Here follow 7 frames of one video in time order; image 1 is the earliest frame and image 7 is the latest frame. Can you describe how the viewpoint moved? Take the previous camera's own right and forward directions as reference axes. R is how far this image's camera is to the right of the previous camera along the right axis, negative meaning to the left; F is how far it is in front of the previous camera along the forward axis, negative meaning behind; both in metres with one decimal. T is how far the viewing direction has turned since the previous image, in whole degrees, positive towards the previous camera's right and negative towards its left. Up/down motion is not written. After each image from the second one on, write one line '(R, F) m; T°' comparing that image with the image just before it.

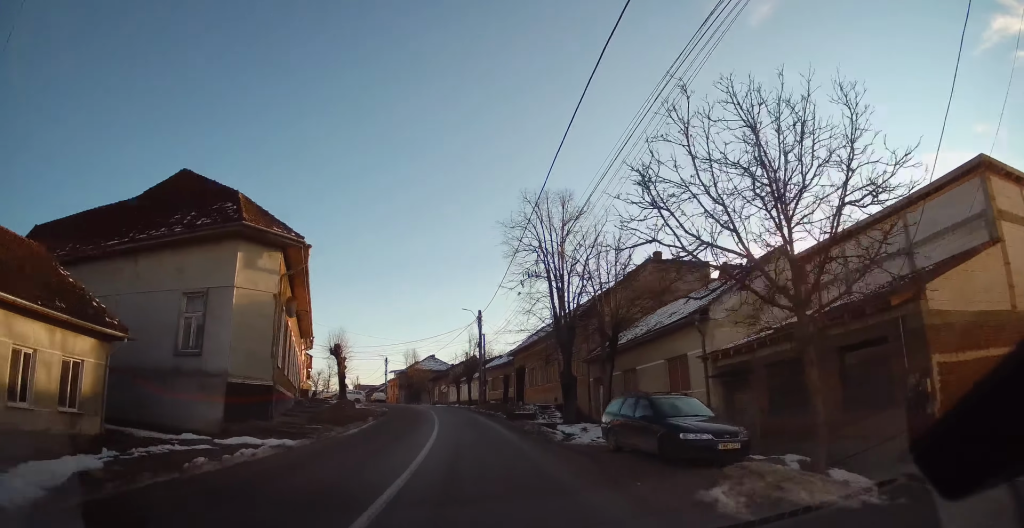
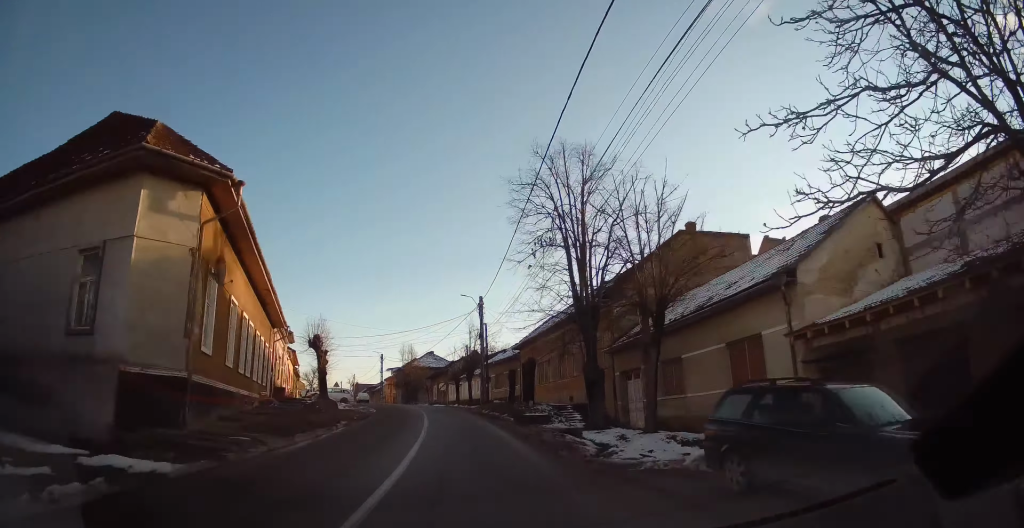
(0.0, +6.0) m; +1°
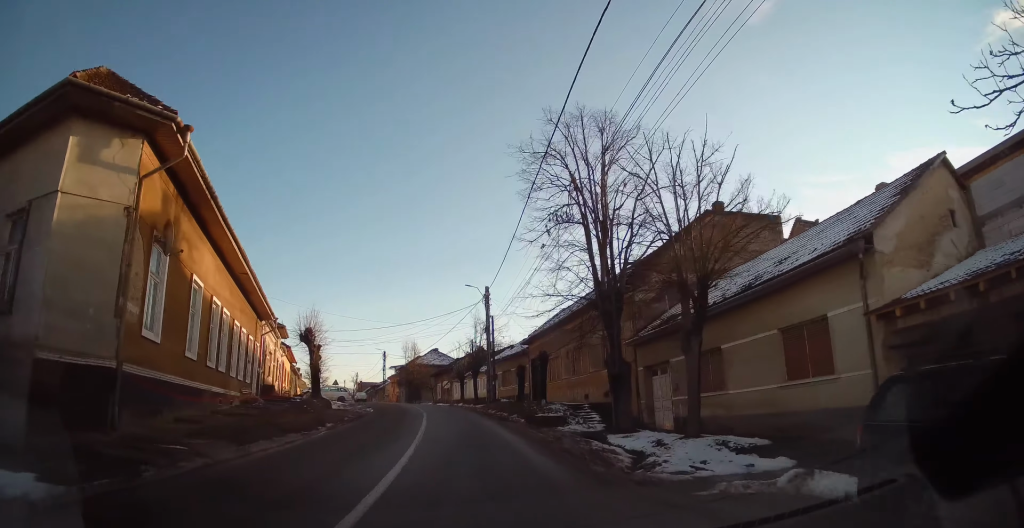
(-0.1, +3.1) m; +2°
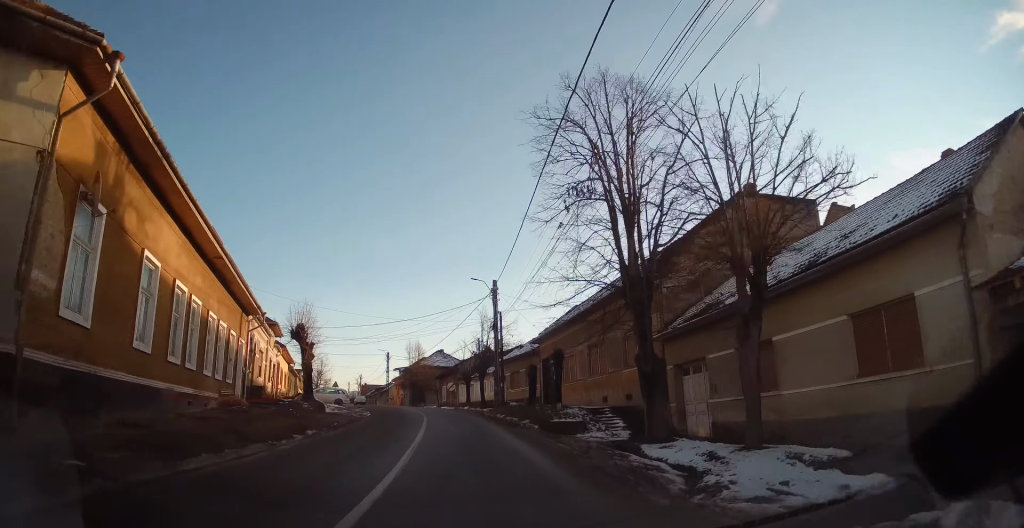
(+0.1, +3.1) m; 0°
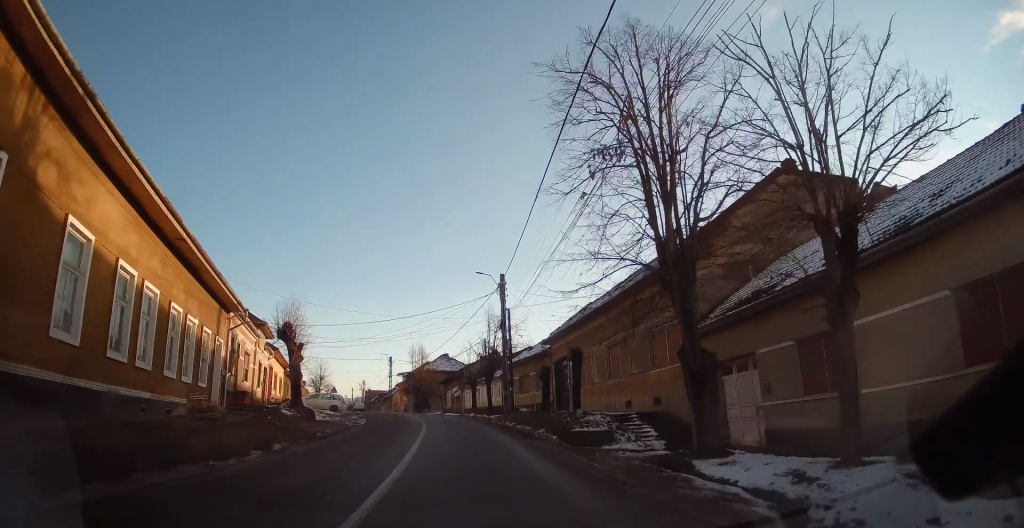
(+0.2, +3.4) m; 0°
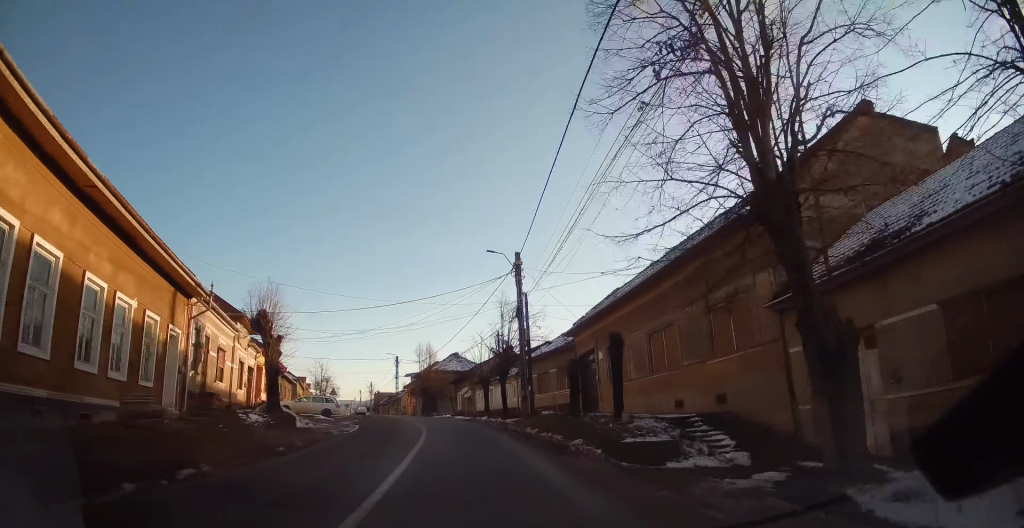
(-0.4, +5.4) m; -6°
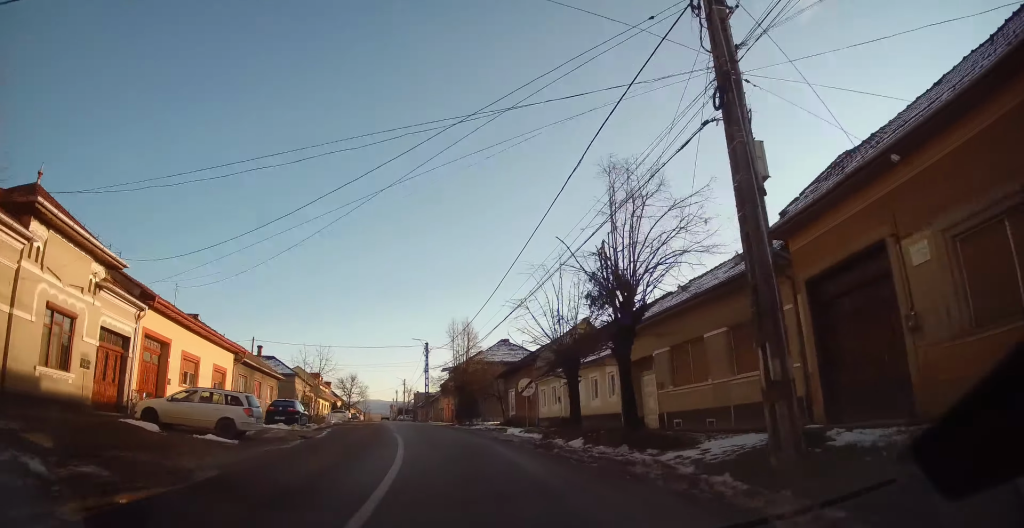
(-1.1, +20.5) m; -6°
